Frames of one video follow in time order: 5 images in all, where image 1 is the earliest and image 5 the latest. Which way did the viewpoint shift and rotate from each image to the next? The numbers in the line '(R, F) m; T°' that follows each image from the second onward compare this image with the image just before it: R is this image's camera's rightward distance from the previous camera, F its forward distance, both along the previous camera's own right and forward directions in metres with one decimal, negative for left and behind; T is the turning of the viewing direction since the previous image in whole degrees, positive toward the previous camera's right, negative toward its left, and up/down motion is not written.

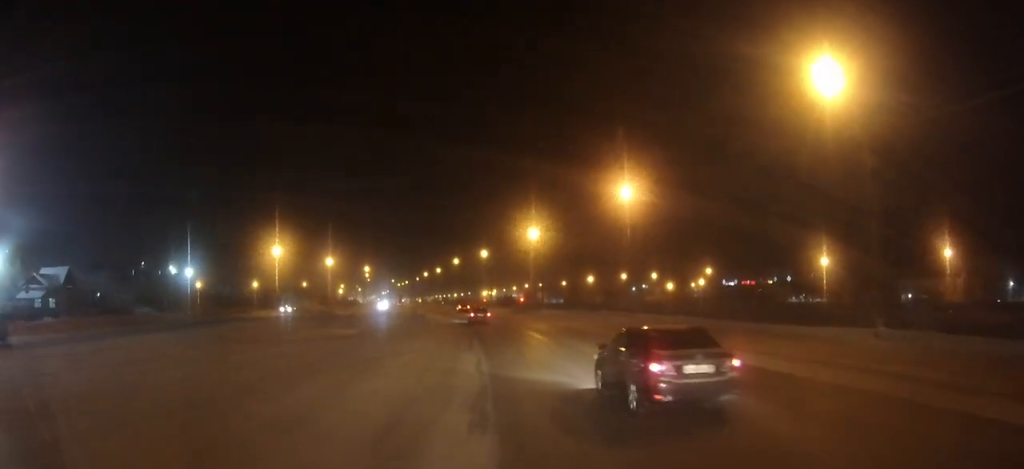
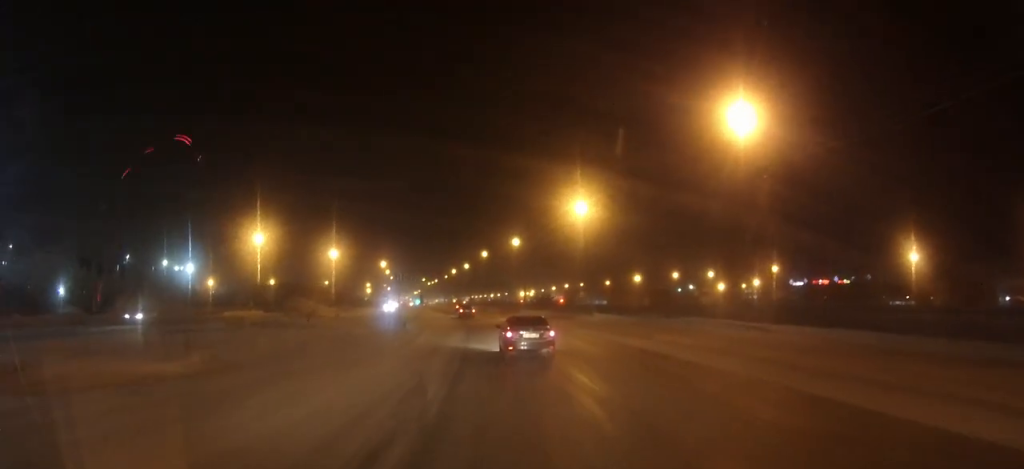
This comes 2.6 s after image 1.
(-0.4, +23.0) m; -3°
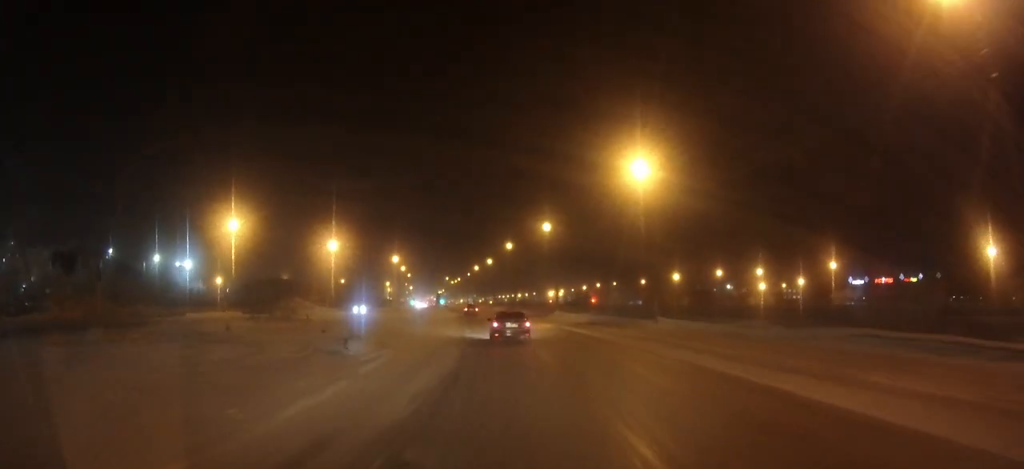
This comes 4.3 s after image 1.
(-0.6, +17.6) m; -3°
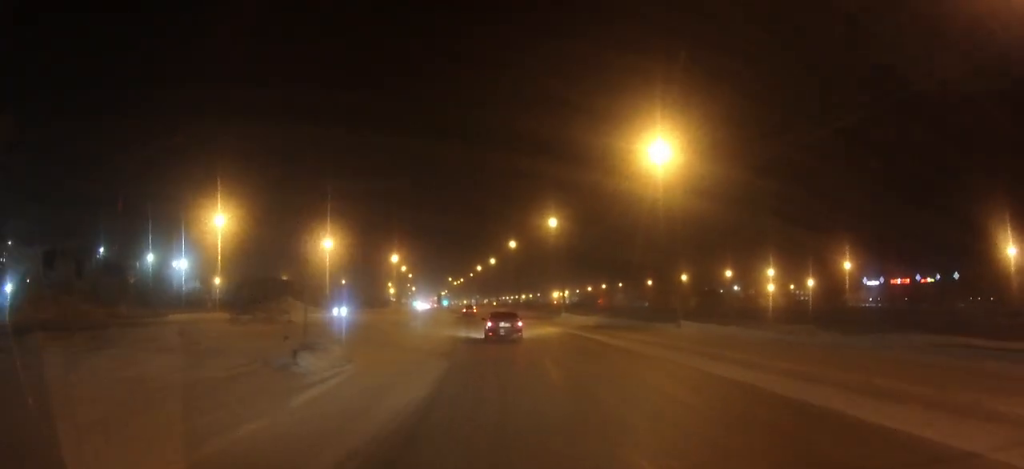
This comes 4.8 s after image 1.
(0.0, +4.9) m; 0°
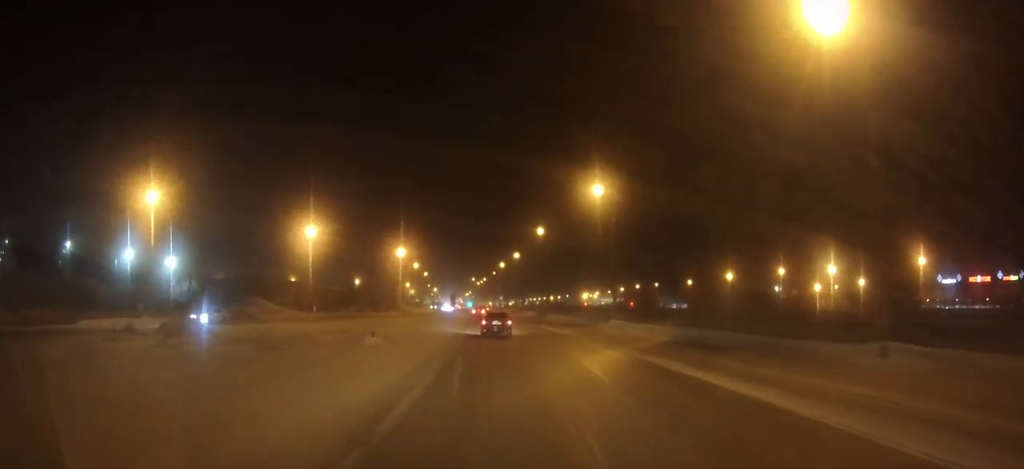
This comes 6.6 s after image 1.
(-0.4, +20.0) m; -2°
